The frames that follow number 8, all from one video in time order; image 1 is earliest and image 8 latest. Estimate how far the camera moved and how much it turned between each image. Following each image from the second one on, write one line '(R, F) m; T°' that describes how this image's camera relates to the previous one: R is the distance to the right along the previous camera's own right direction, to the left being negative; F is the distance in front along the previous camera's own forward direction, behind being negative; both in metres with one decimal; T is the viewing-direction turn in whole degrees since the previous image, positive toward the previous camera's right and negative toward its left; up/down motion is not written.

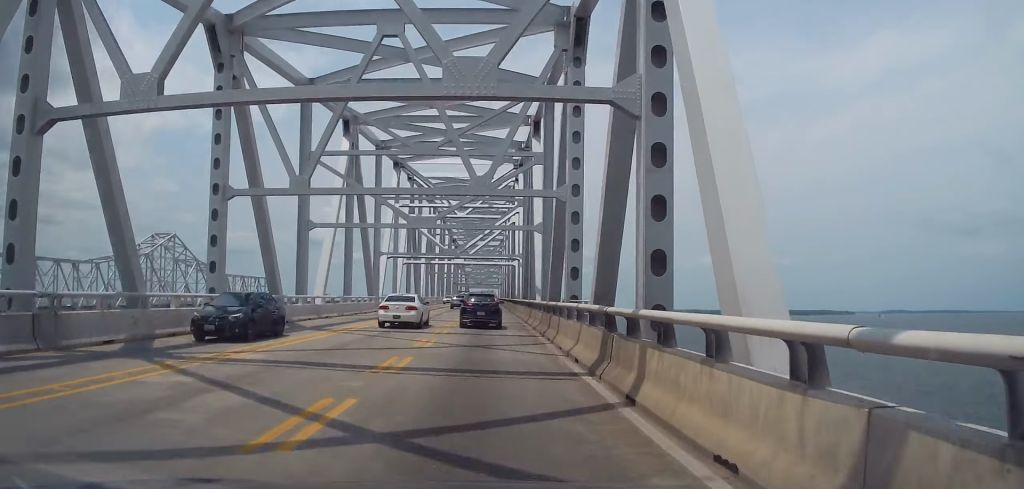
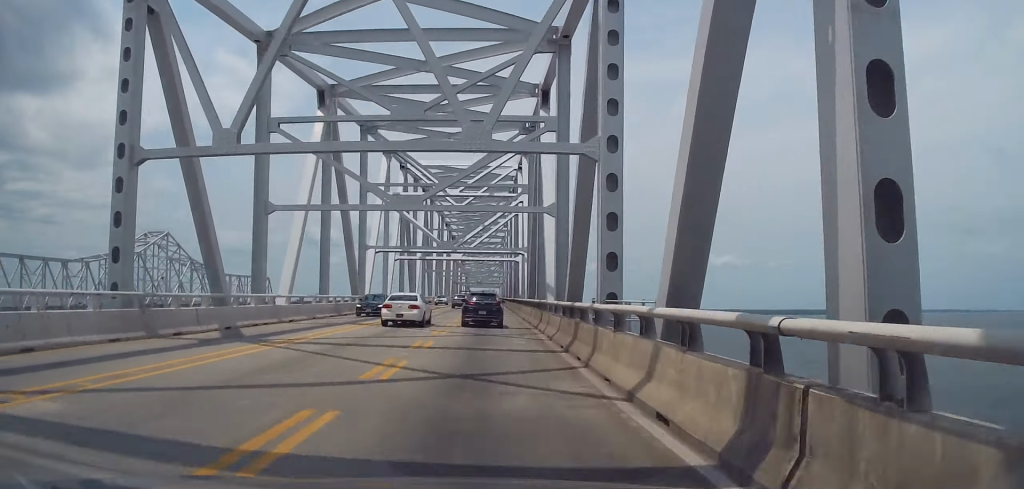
(0.0, +7.1) m; 0°
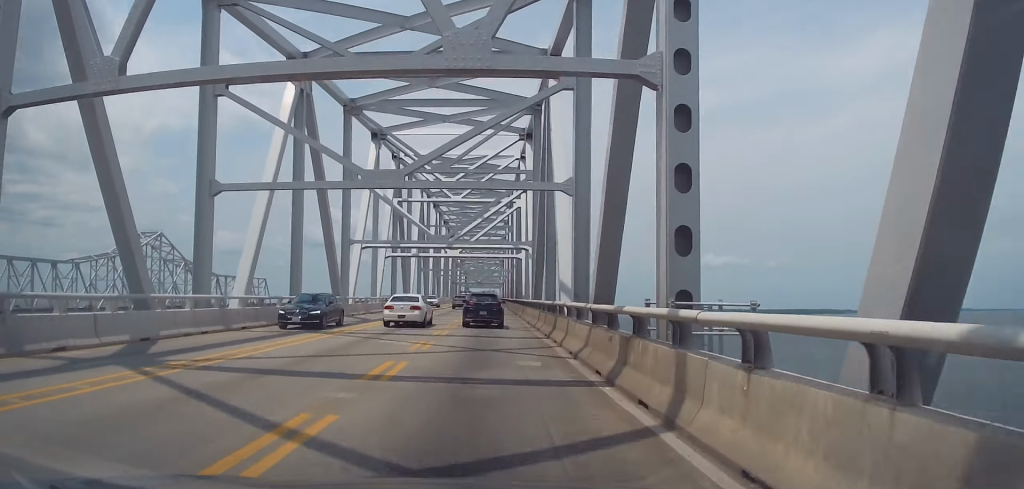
(+0.1, +6.2) m; 0°
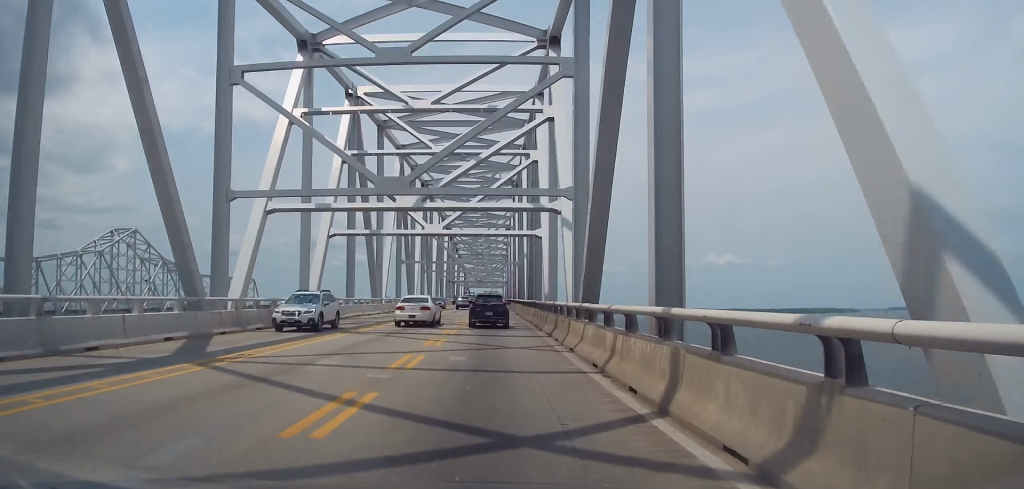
(-0.2, +22.5) m; -1°
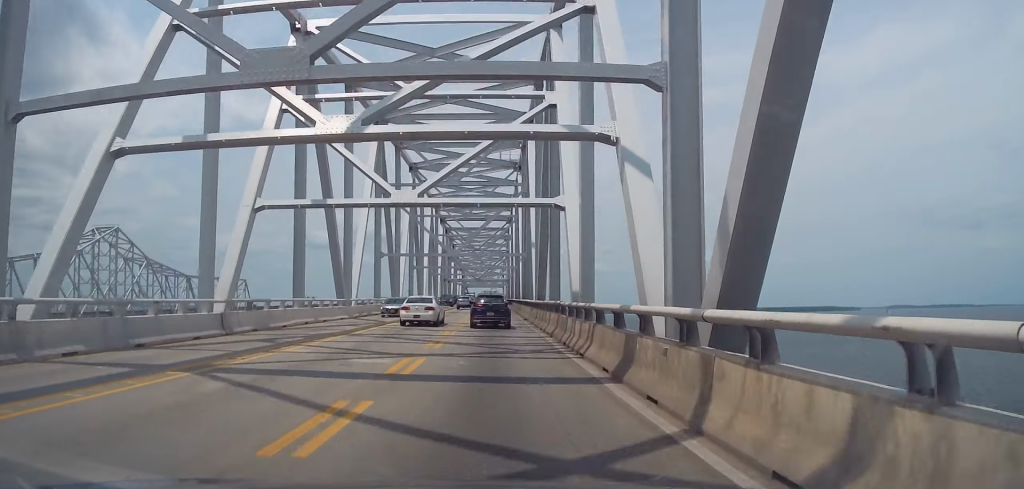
(0.0, +13.0) m; 0°
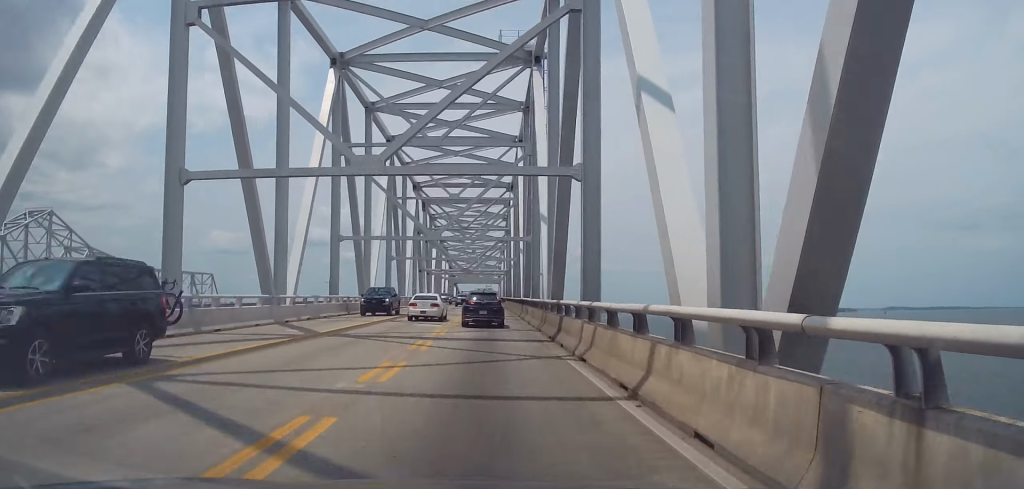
(-0.2, +38.0) m; +2°
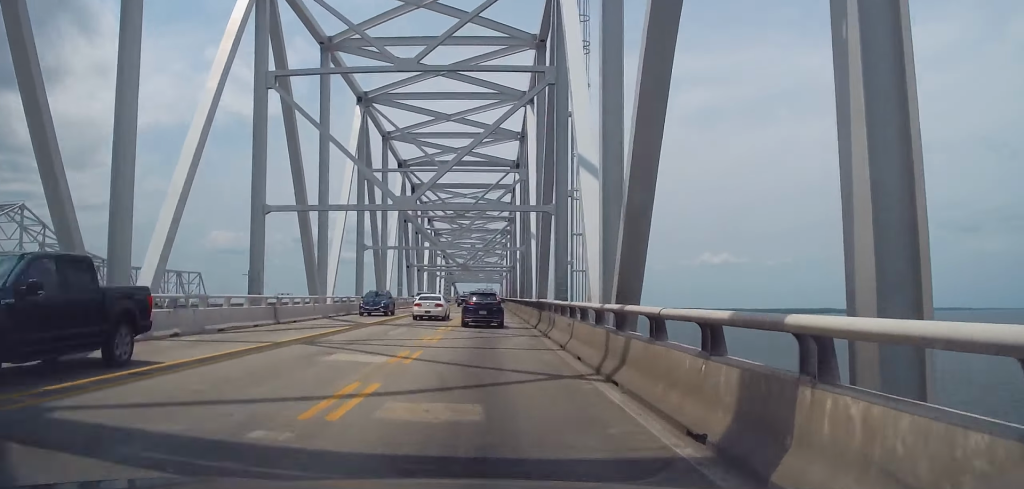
(+0.7, +15.3) m; 0°
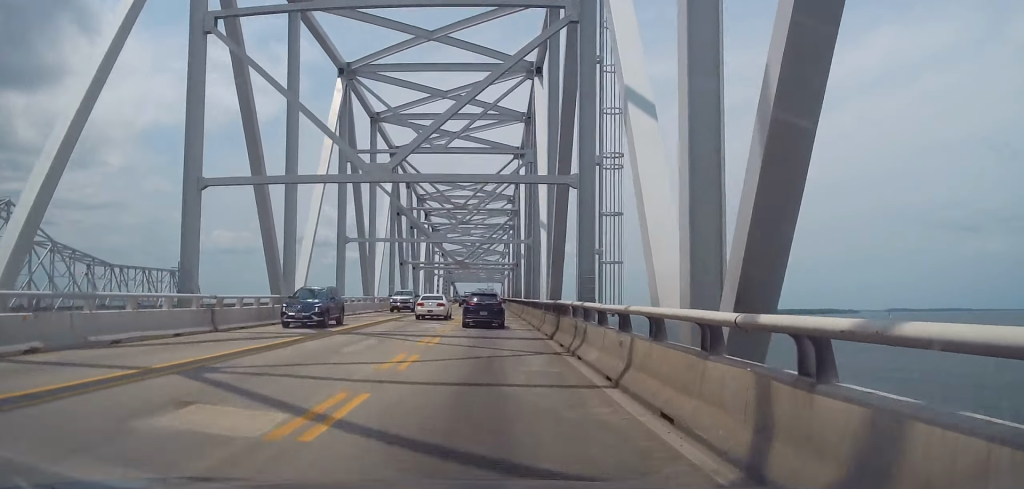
(-0.2, +7.1) m; 0°
